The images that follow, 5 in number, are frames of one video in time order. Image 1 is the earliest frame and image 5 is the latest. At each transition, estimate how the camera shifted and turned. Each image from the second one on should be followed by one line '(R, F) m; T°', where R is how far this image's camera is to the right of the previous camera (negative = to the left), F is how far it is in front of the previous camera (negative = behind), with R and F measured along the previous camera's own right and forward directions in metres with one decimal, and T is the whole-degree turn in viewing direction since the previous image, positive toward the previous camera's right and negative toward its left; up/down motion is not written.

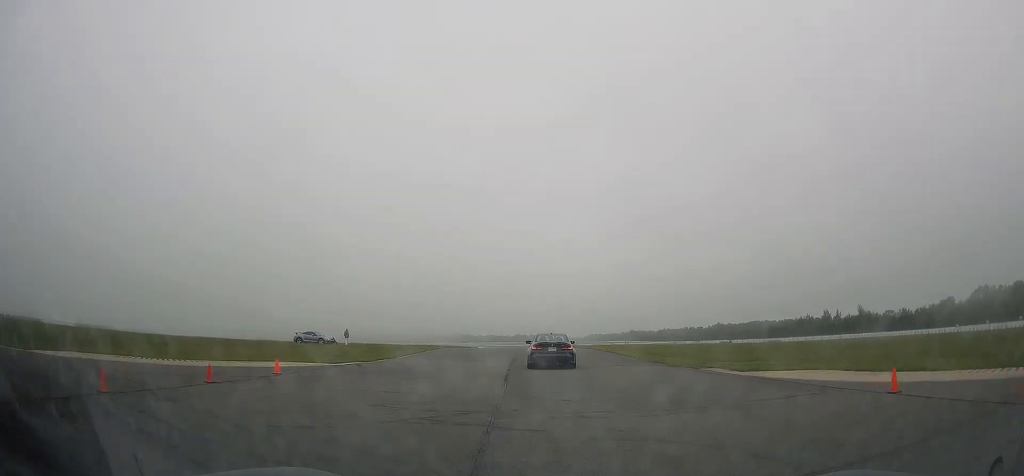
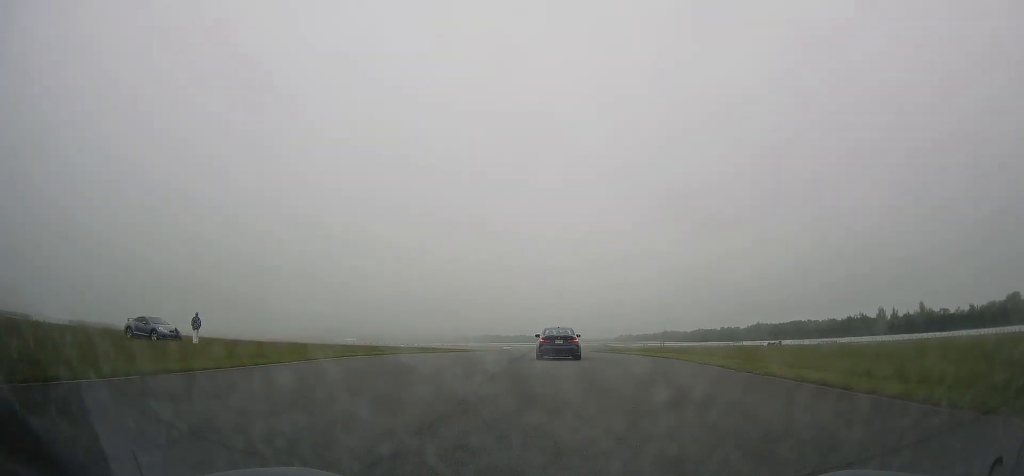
(-1.6, +30.1) m; -4°
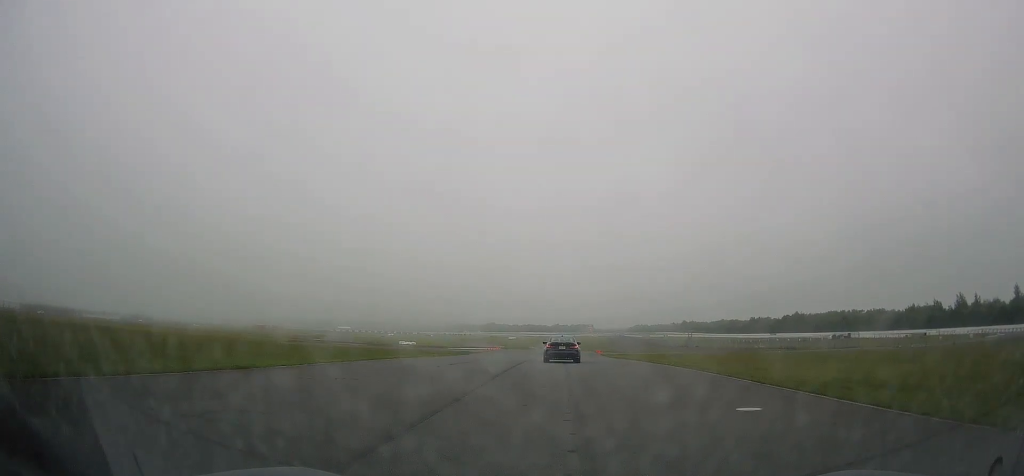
(-0.5, +56.5) m; -1°
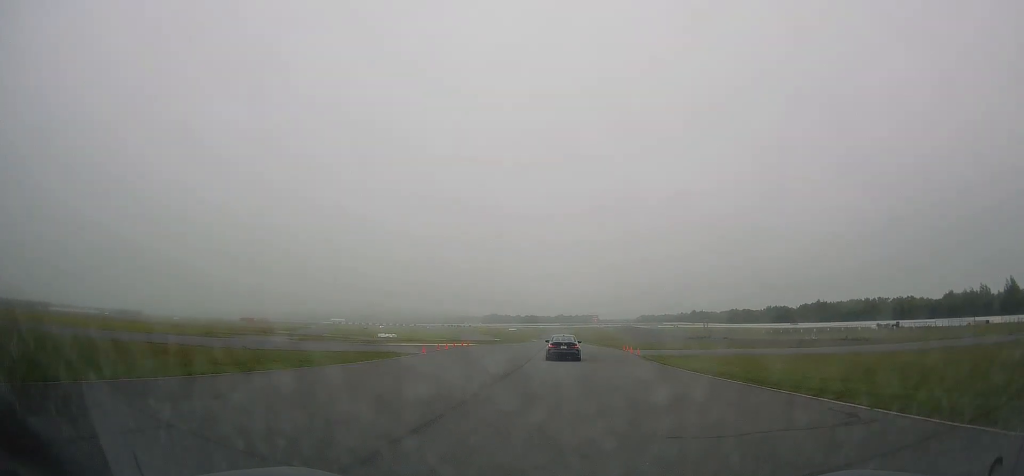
(+0.1, +29.9) m; 0°
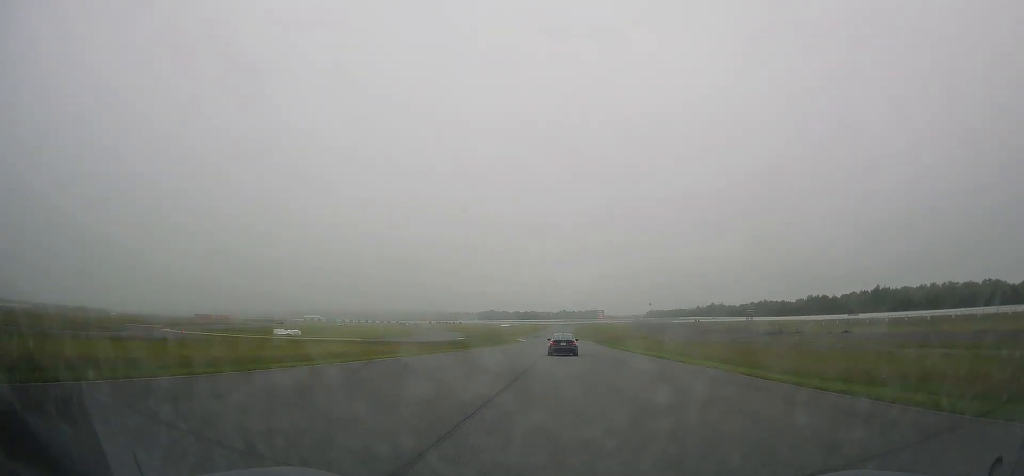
(-0.6, +72.6) m; 0°
